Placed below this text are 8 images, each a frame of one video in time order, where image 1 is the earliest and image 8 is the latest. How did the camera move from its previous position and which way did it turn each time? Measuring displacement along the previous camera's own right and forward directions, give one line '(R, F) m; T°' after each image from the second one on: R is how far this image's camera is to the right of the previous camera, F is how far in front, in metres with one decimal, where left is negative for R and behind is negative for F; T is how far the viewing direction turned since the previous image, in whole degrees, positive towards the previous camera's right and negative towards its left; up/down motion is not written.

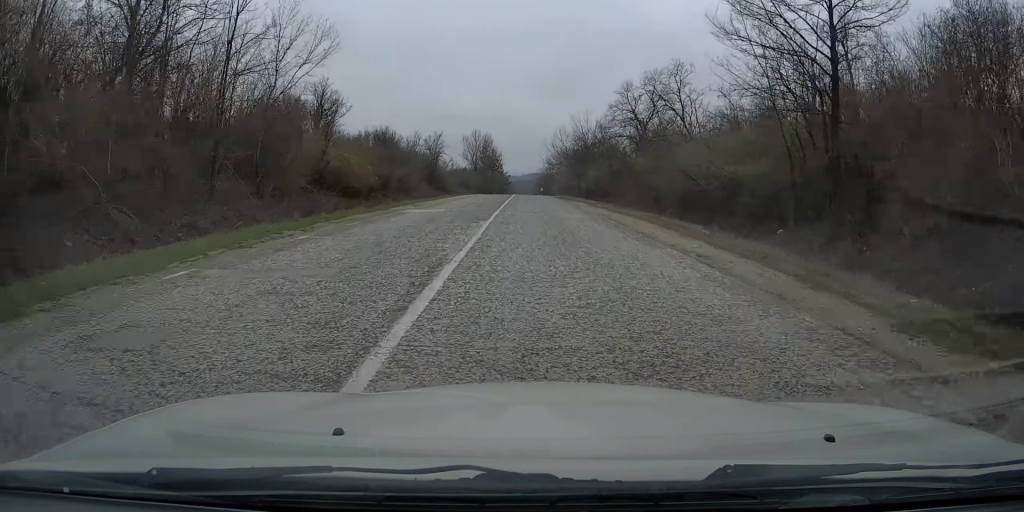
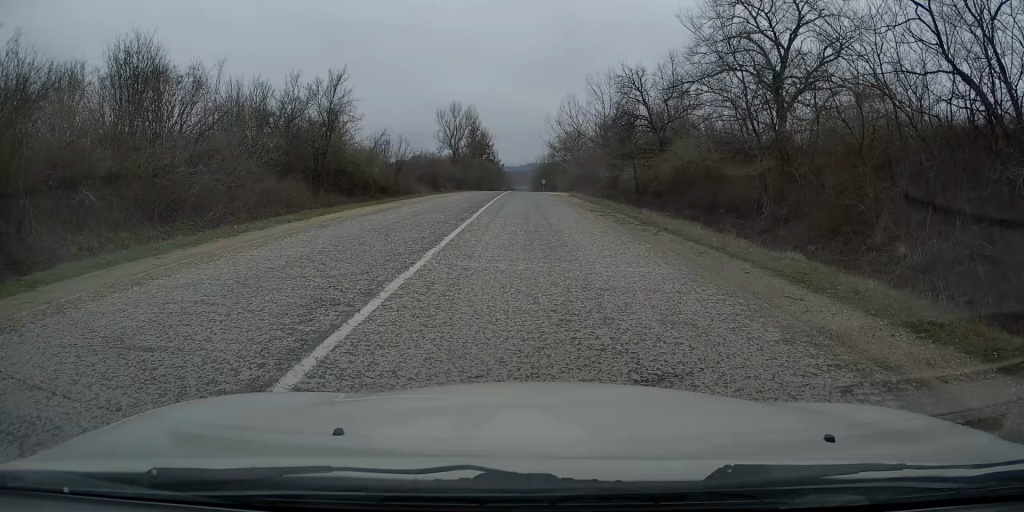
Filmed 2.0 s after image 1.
(+0.3, +36.8) m; +1°
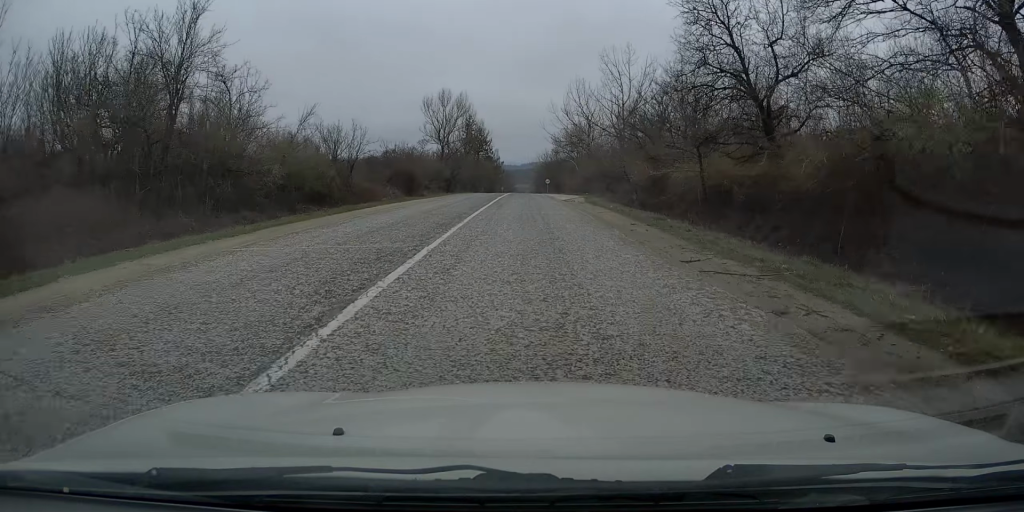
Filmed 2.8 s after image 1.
(+0.1, +15.6) m; 0°
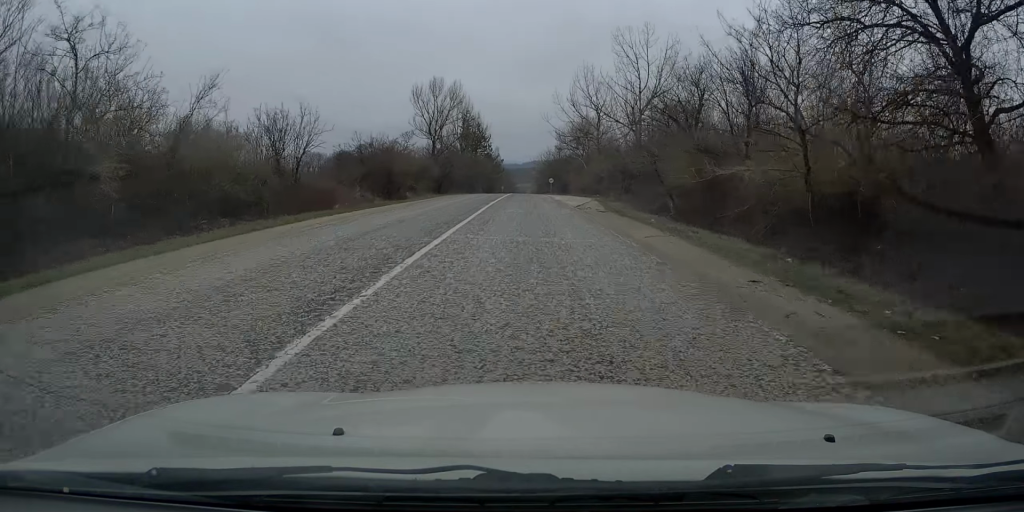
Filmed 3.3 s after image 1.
(-0.1, +10.0) m; -1°
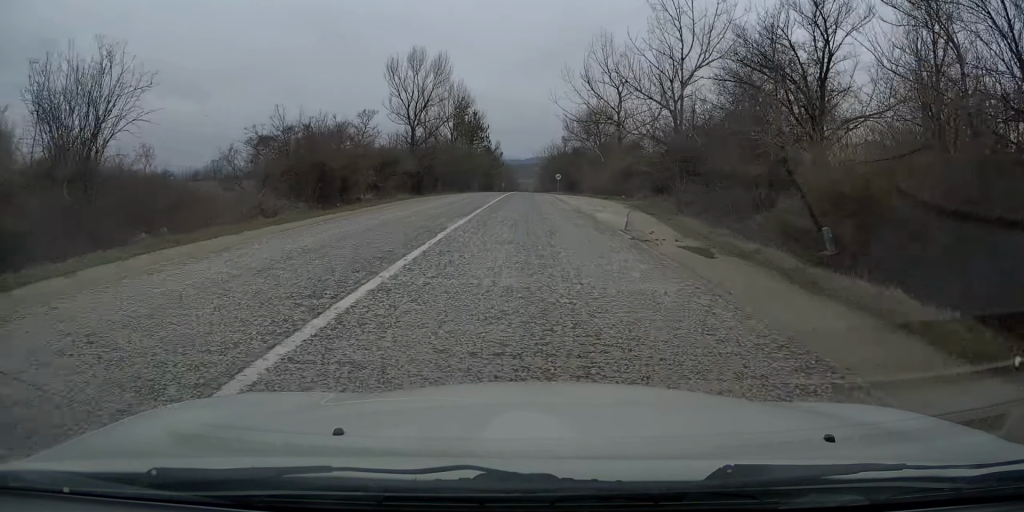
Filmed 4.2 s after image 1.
(-0.1, +16.2) m; +1°
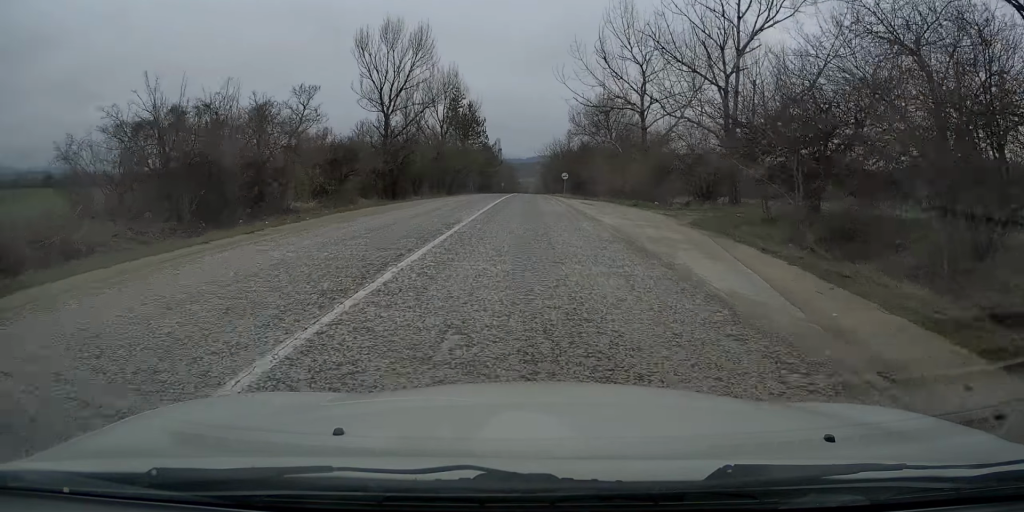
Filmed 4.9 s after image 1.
(+0.1, +12.5) m; 0°
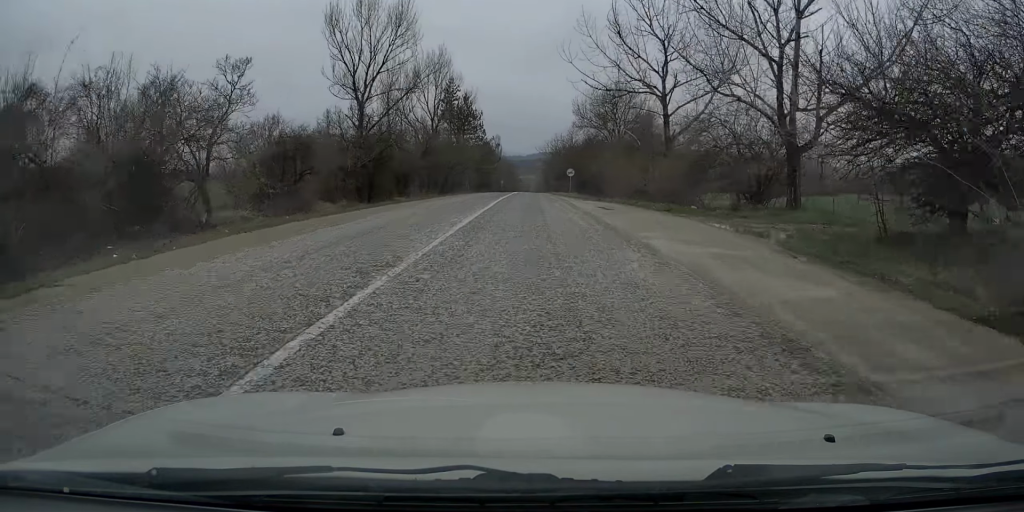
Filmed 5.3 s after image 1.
(+0.2, +8.1) m; 0°
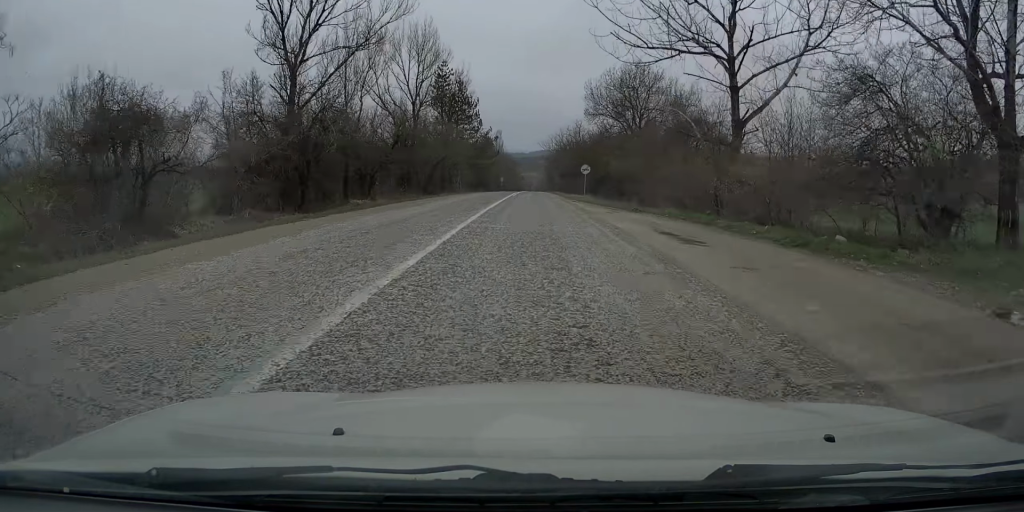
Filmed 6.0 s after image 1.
(-0.2, +13.7) m; -1°
